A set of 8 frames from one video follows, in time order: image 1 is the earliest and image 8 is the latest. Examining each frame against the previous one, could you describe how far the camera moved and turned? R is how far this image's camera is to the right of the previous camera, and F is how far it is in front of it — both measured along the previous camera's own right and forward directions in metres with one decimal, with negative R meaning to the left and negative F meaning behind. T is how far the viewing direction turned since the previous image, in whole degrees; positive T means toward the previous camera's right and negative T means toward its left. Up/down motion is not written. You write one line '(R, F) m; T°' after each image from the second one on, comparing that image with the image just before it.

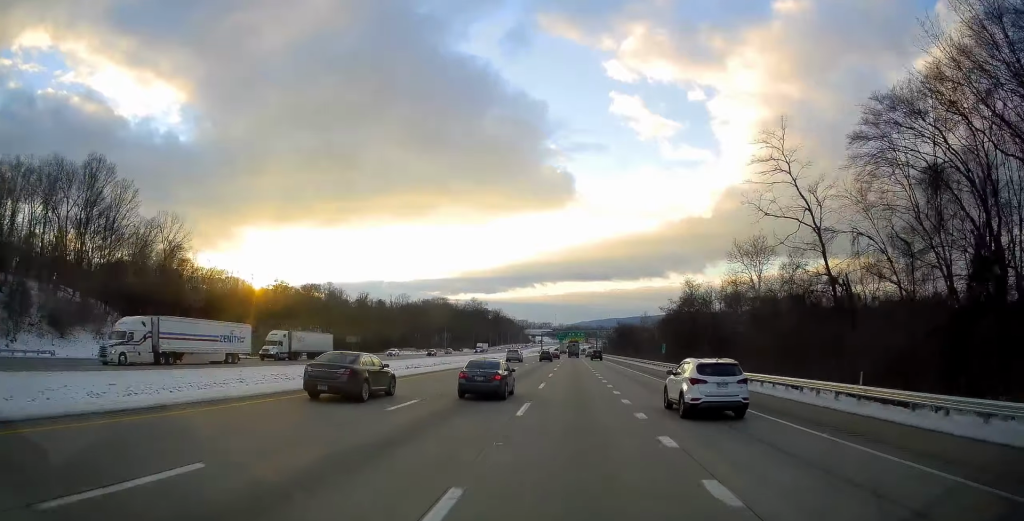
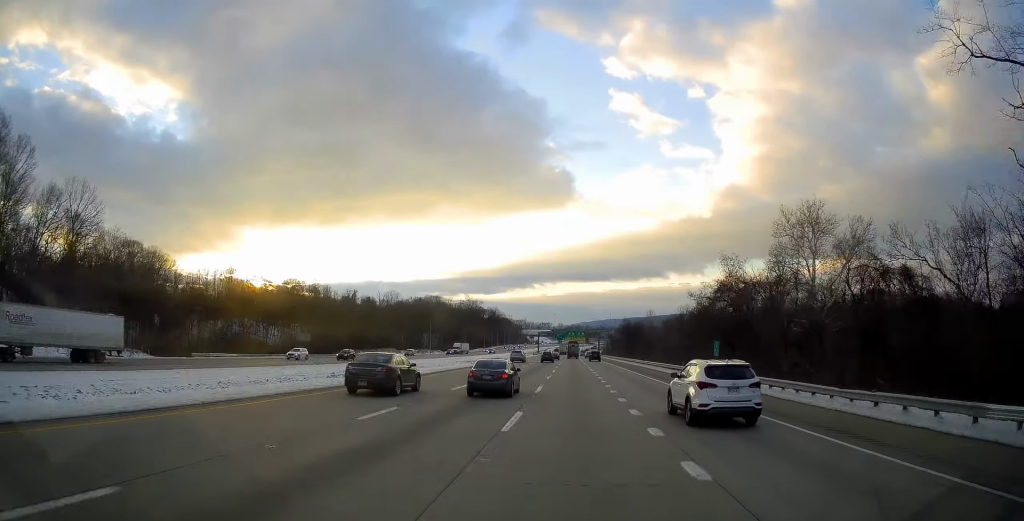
(0.0, +26.2) m; 0°
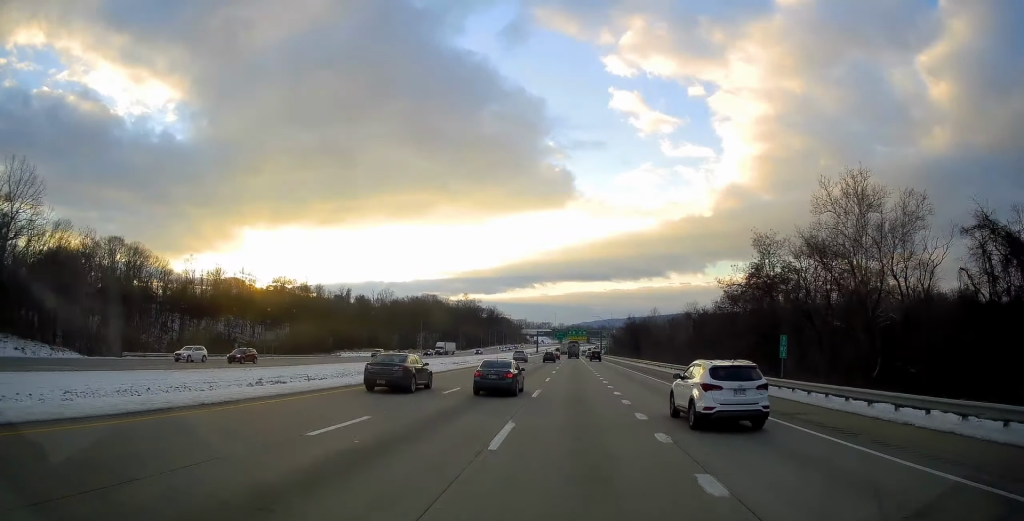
(0.0, +14.6) m; 0°
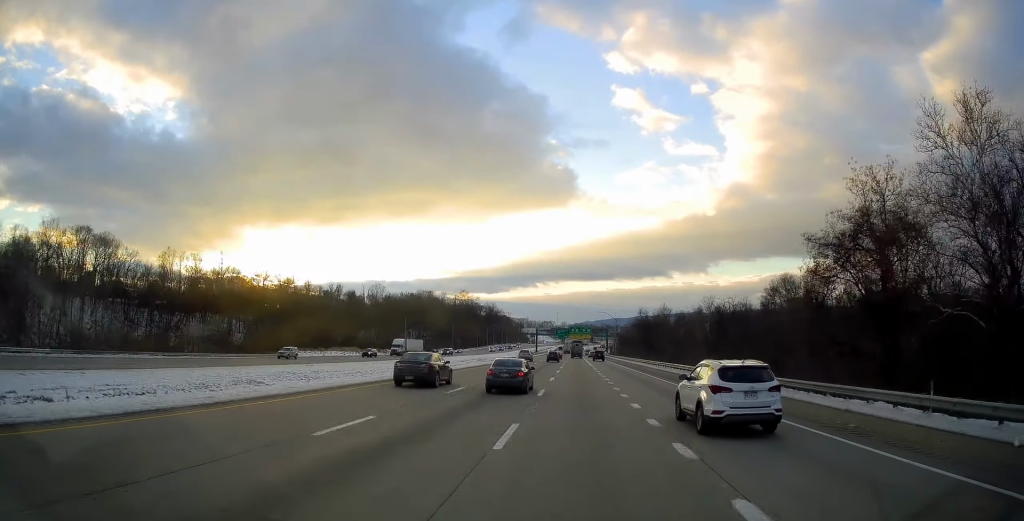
(0.0, +24.4) m; 0°
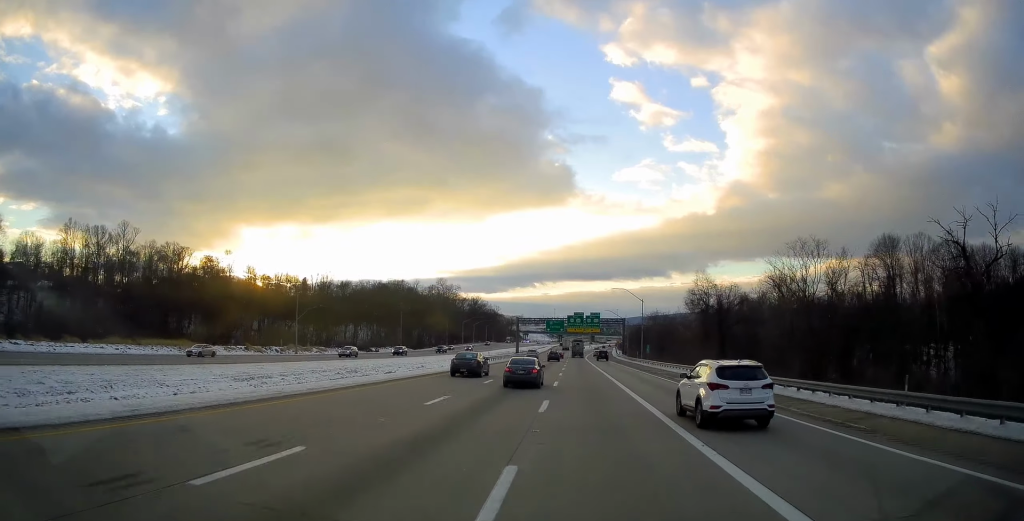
(0.0, +78.0) m; 0°
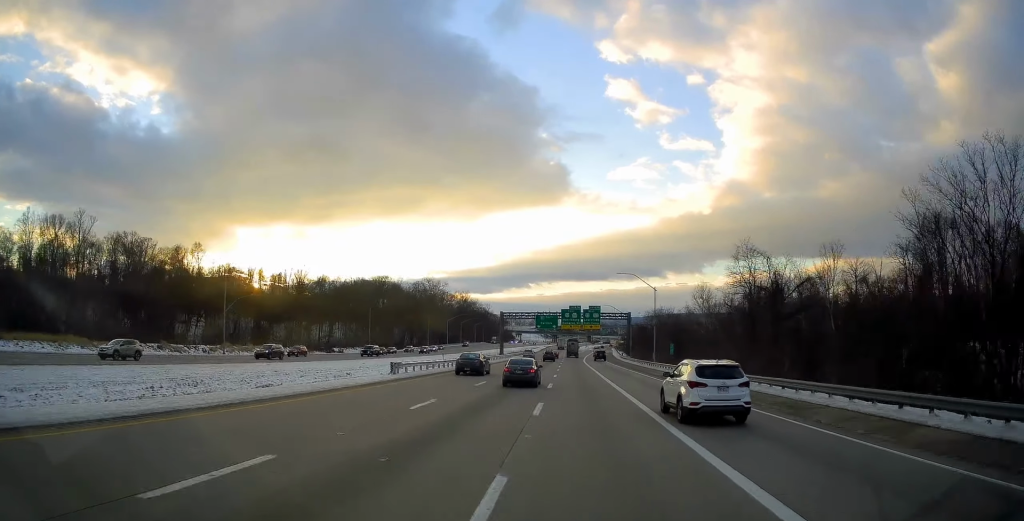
(0.0, +25.2) m; 0°
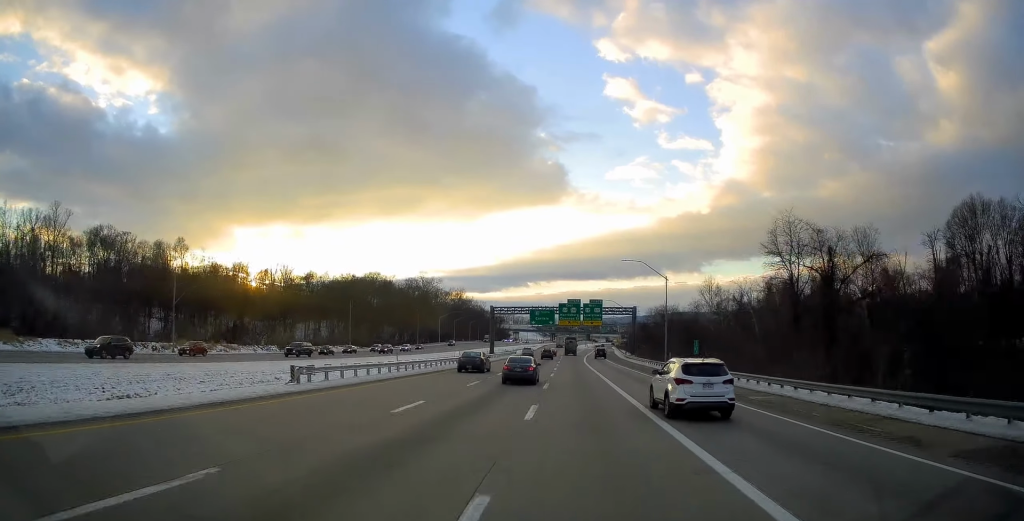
(0.0, +13.6) m; 0°
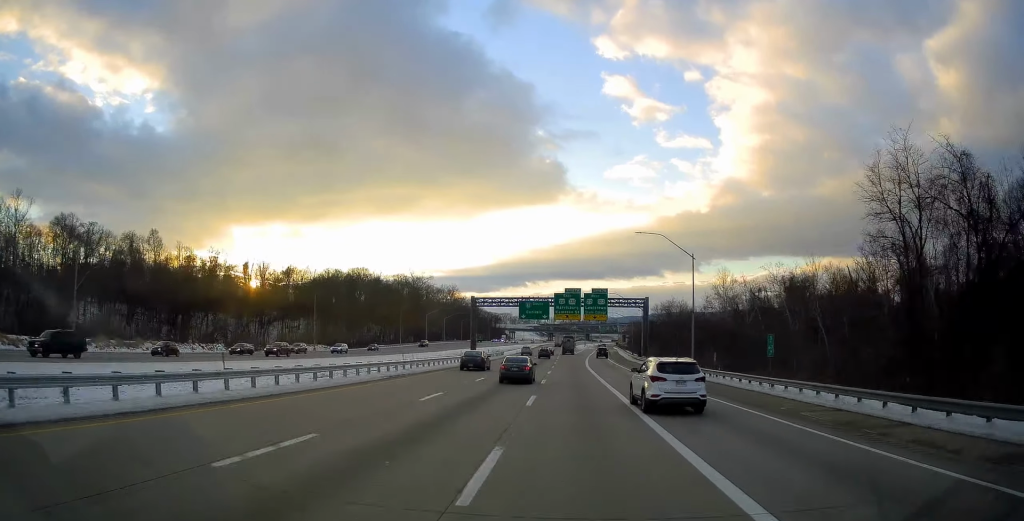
(0.0, +20.4) m; 0°
